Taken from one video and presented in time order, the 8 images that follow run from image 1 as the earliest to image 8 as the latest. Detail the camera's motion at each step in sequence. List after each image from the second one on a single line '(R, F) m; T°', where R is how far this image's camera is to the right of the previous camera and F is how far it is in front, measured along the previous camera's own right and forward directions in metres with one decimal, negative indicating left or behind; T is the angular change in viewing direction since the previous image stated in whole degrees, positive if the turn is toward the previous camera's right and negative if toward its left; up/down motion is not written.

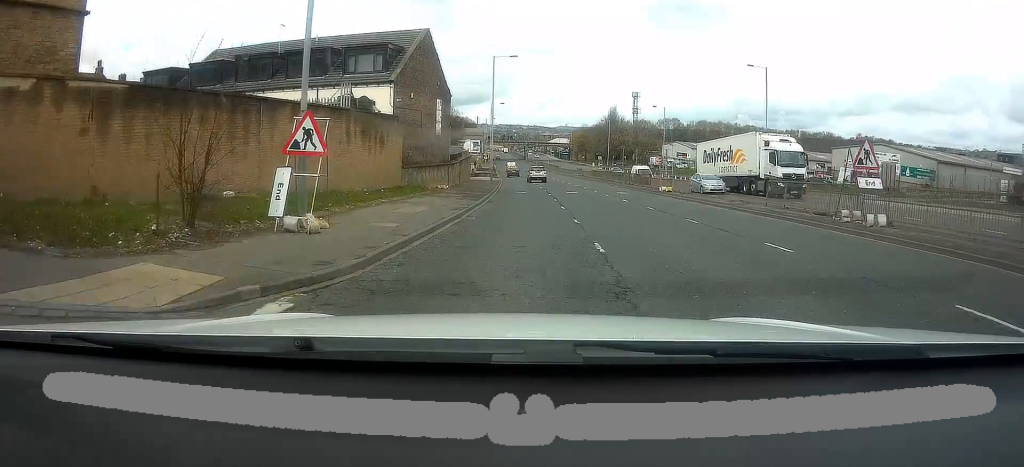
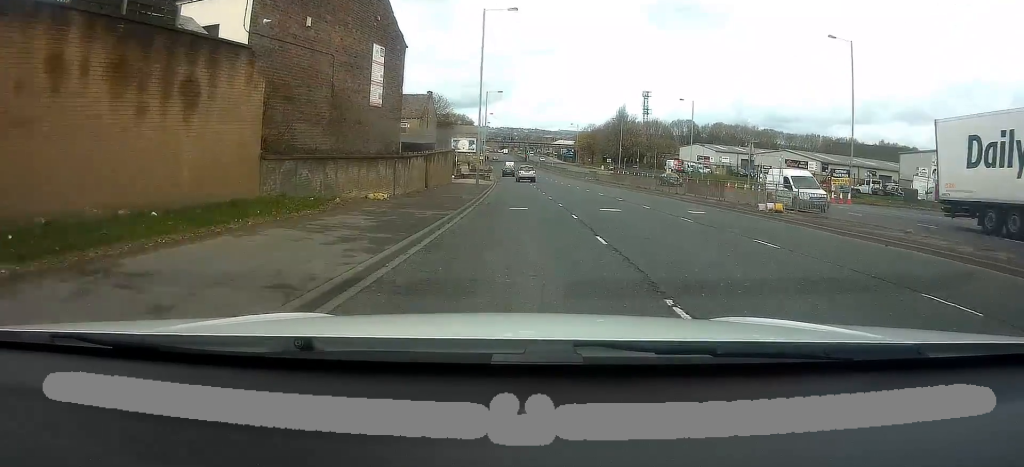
(-0.2, +17.0) m; 0°
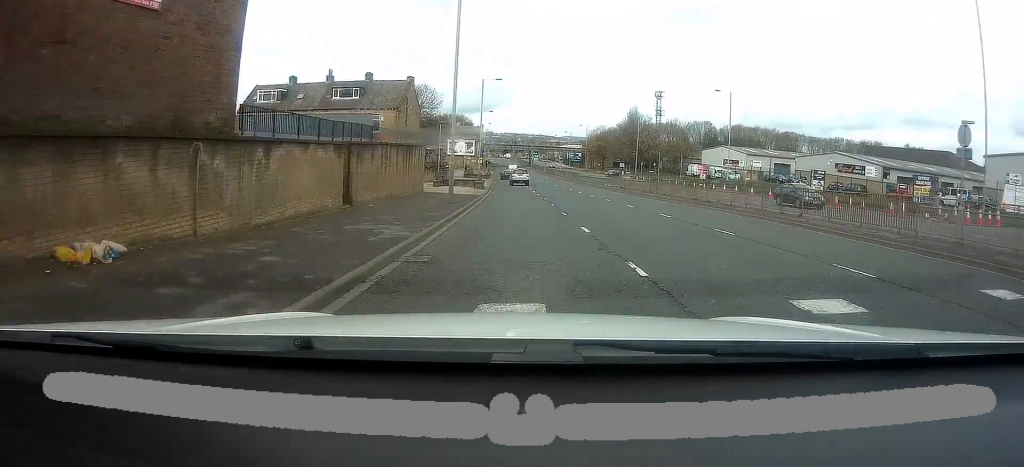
(+0.2, +15.4) m; 0°
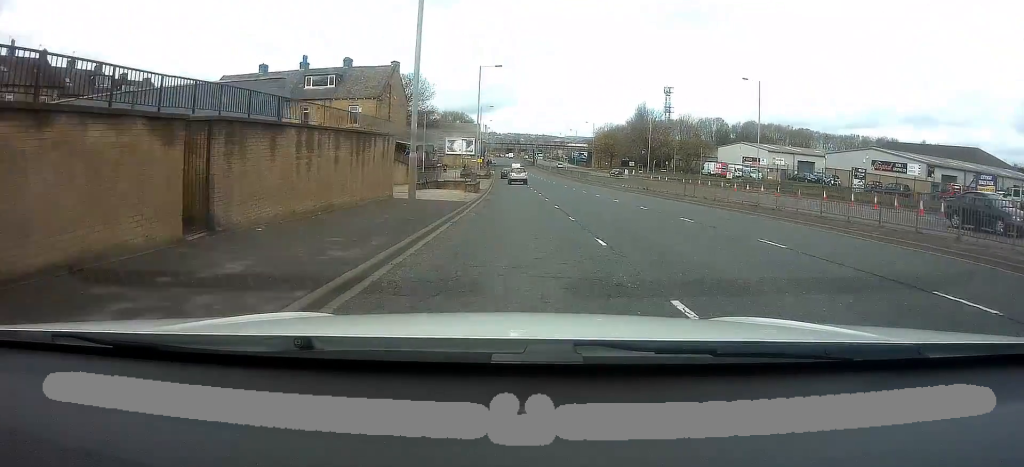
(-0.1, +8.8) m; 0°
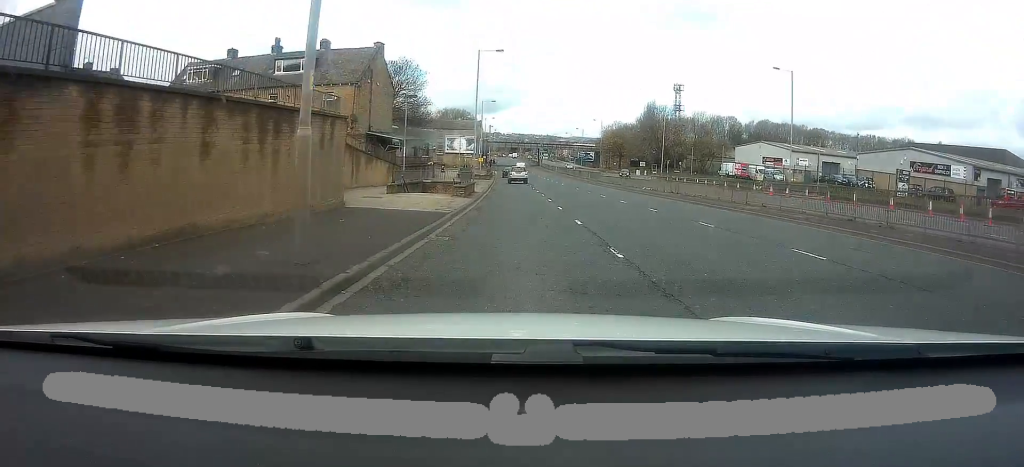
(0.0, +7.7) m; 0°
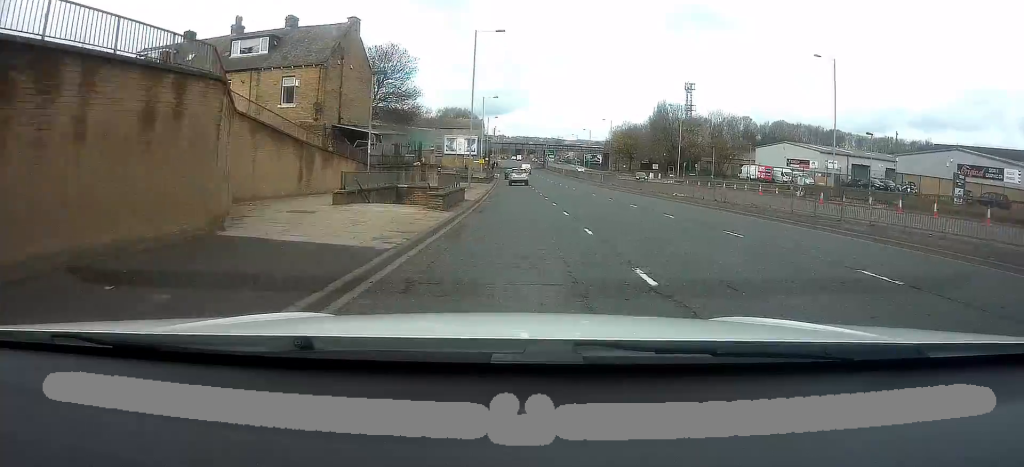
(+0.1, +8.2) m; 0°
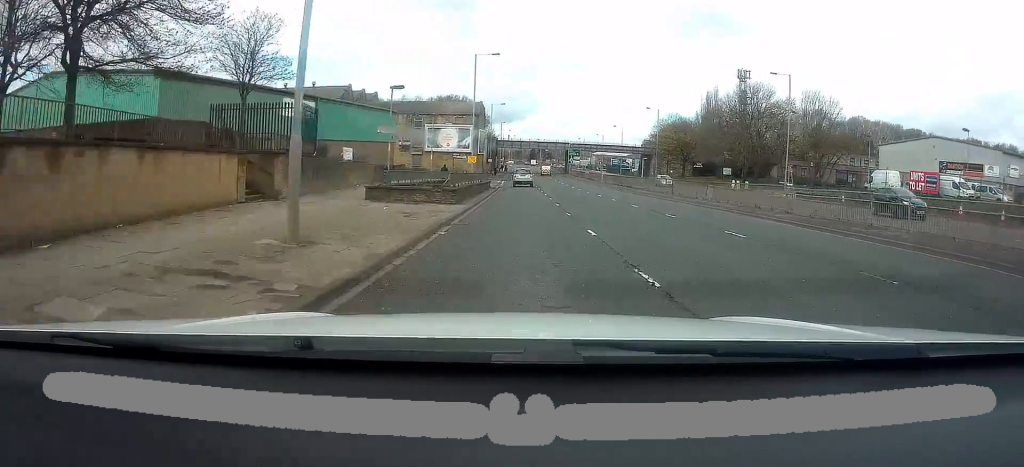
(-1.4, +36.0) m; -3°
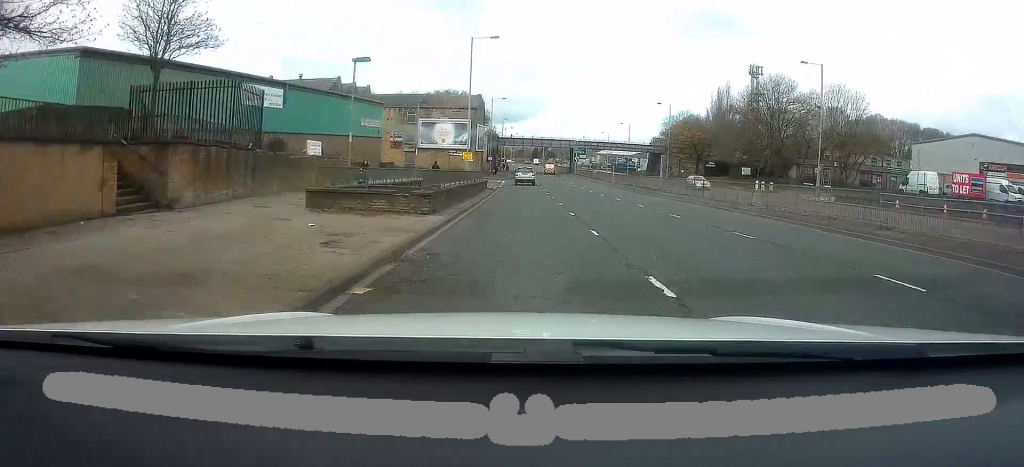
(0.0, +6.6) m; 0°
